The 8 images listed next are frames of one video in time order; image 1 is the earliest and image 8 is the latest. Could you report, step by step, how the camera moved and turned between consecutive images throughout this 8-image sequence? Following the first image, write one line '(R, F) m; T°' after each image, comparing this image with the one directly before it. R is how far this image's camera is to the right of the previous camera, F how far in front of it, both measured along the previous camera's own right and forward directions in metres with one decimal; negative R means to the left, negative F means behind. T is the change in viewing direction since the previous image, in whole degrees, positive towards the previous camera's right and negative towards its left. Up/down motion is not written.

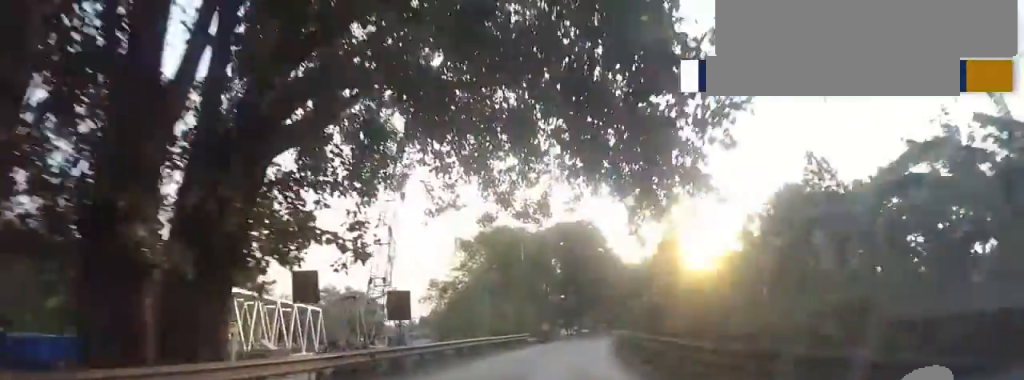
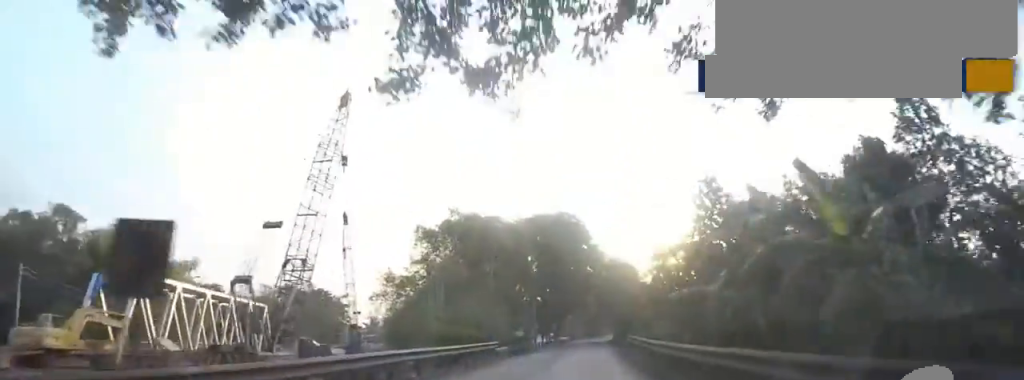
(+0.1, +9.5) m; +3°
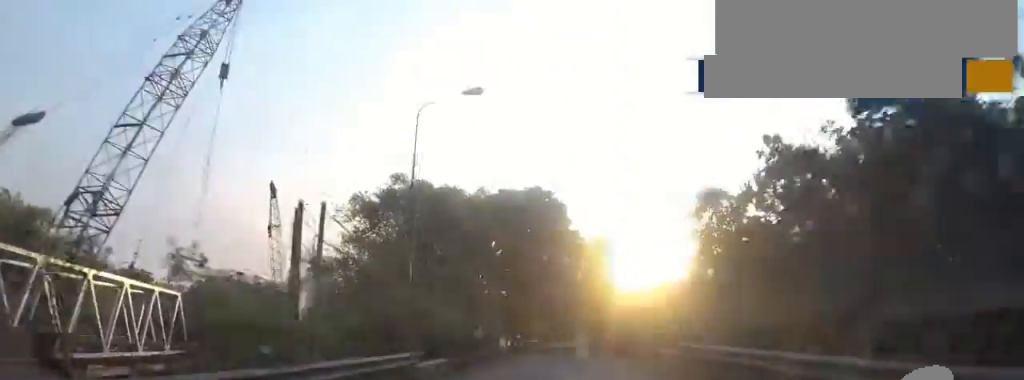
(+0.8, +12.2) m; +4°
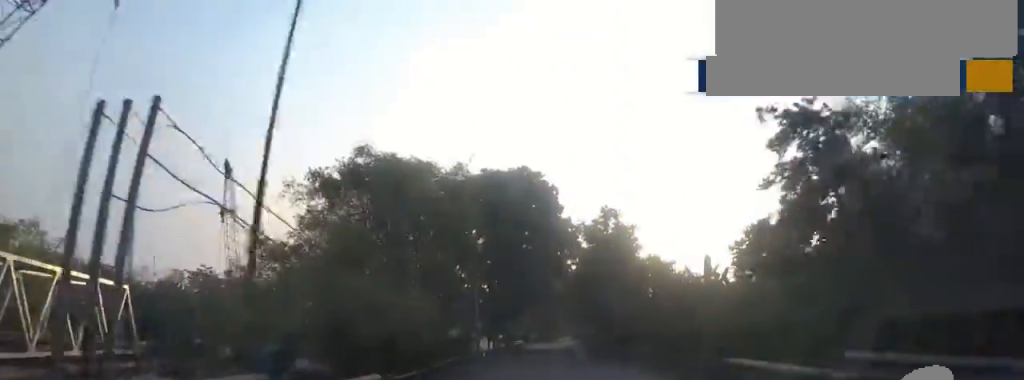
(0.0, +6.8) m; 0°
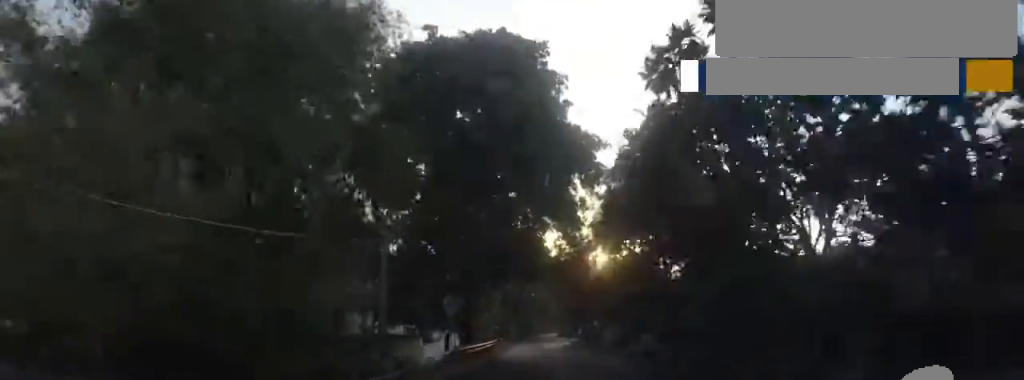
(+0.1, +22.6) m; 0°
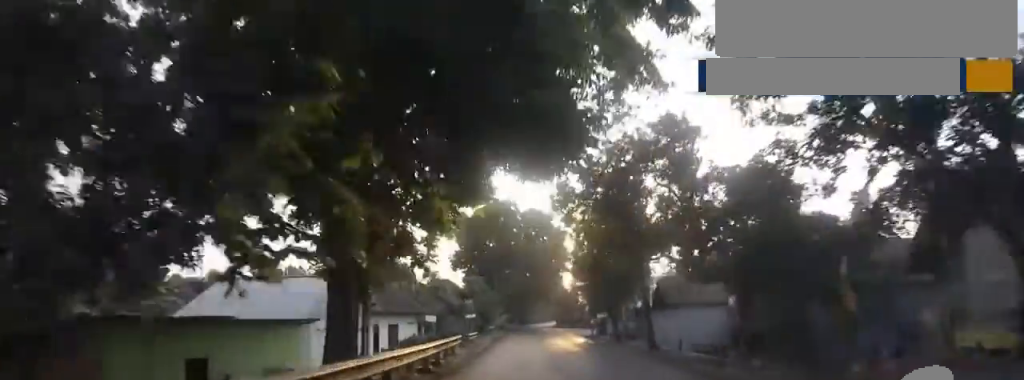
(0.0, +18.5) m; 0°
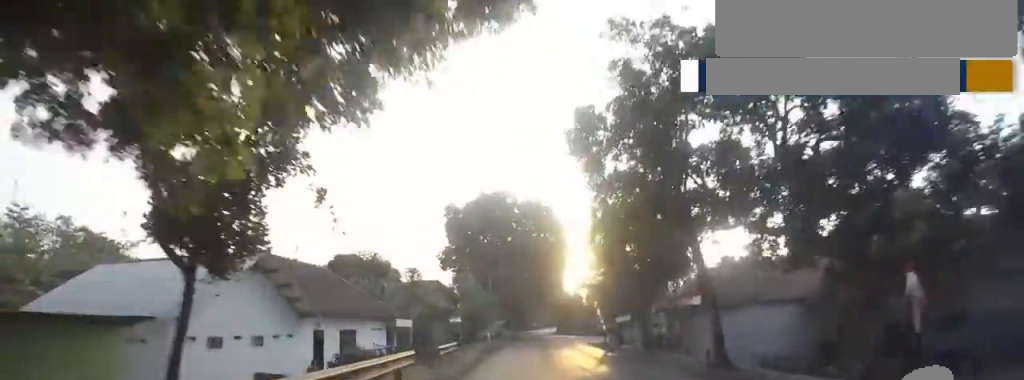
(0.0, +7.7) m; 0°
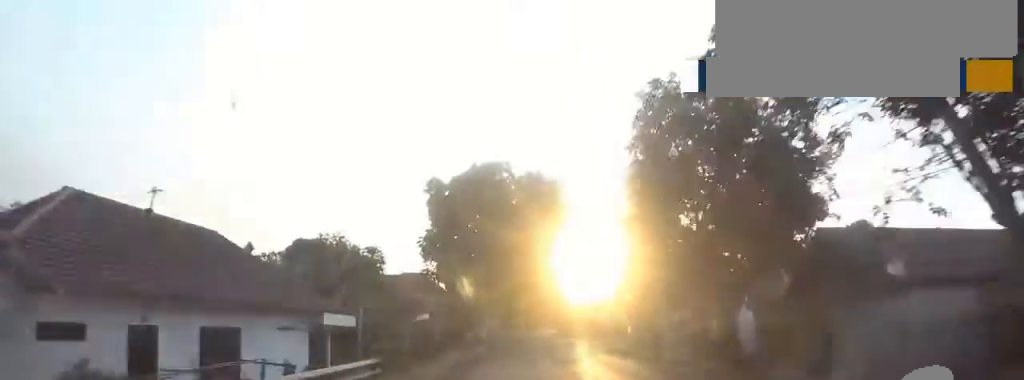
(0.0, +10.0) m; +1°
